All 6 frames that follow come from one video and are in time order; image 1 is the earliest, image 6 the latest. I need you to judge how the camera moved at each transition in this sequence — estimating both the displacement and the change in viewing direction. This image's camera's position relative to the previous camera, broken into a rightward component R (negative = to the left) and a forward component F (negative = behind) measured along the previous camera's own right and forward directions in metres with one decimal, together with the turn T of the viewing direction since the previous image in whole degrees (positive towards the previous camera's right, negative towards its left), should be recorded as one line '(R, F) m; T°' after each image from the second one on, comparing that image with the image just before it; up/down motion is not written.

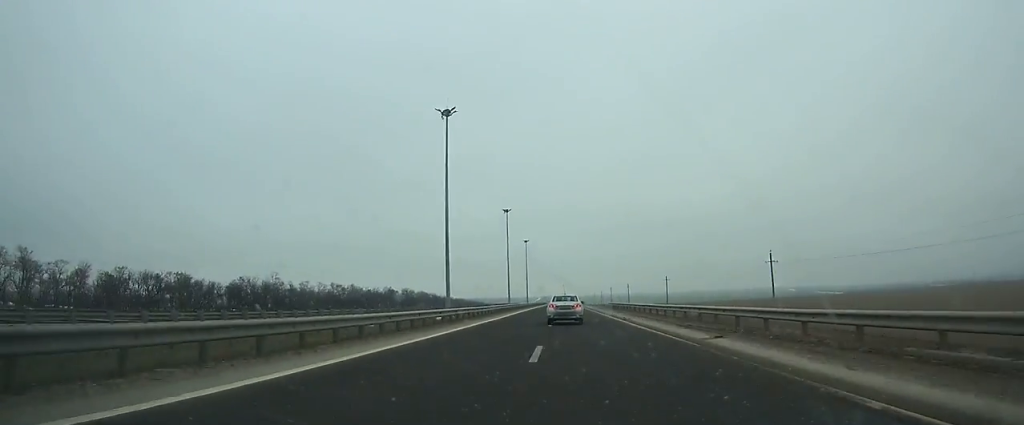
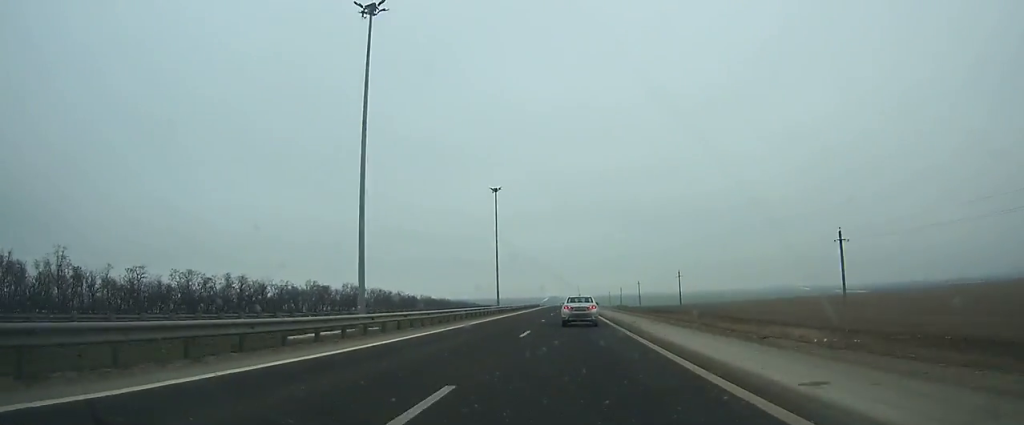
(-0.3, +87.2) m; -1°
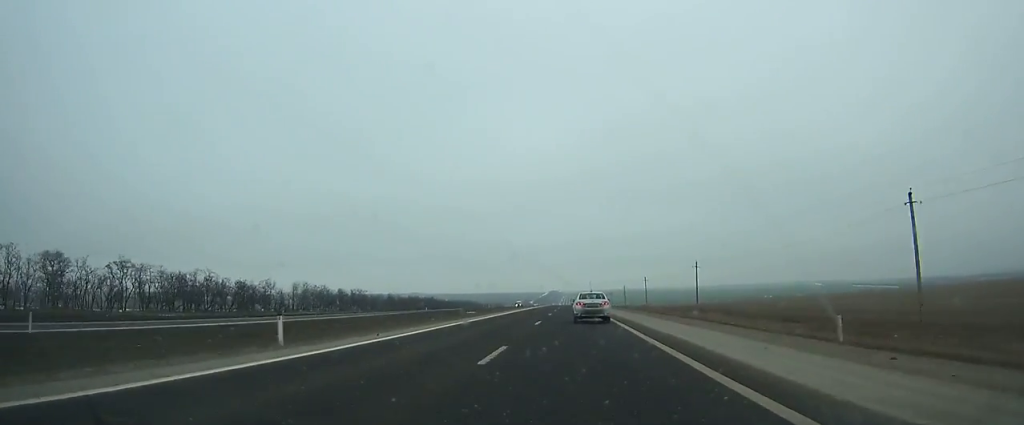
(-1.1, +152.8) m; 0°
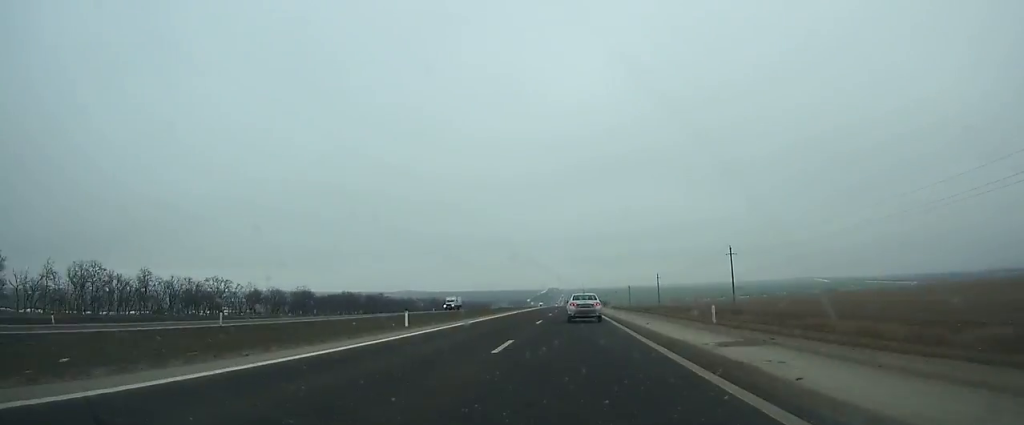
(0.0, +94.5) m; 0°
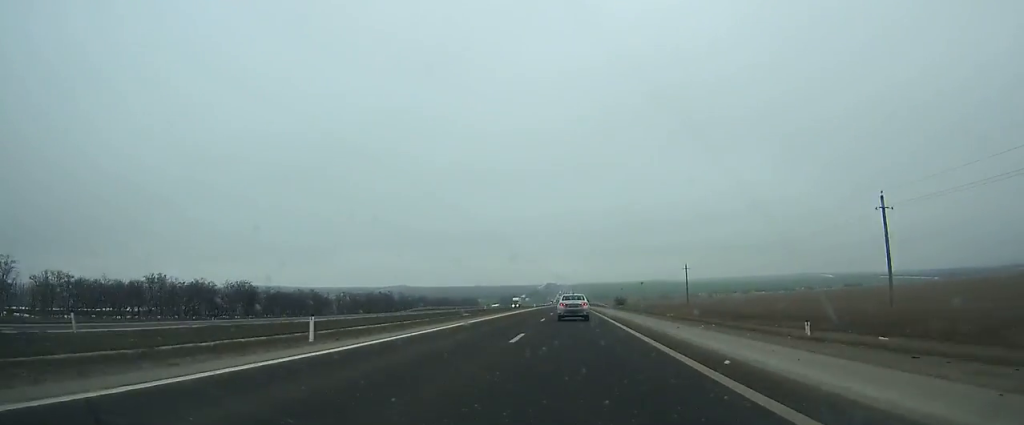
(+0.1, +109.2) m; 0°
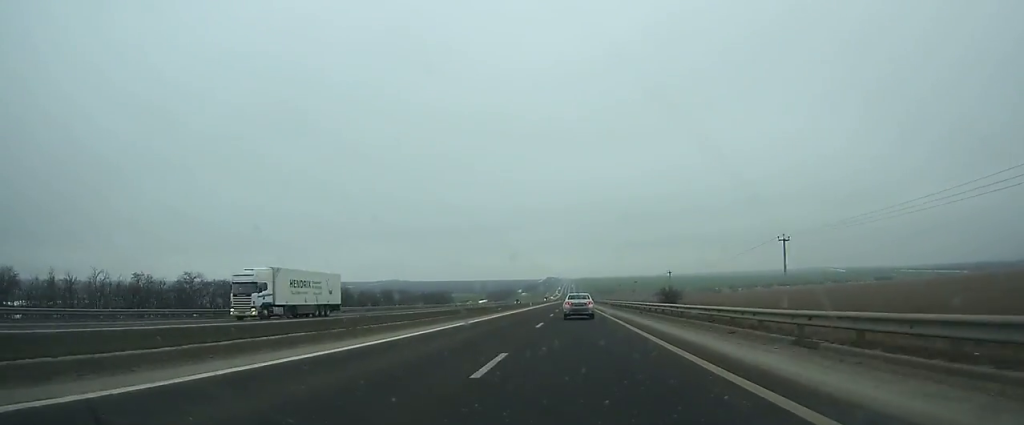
(0.0, +118.7) m; 0°
